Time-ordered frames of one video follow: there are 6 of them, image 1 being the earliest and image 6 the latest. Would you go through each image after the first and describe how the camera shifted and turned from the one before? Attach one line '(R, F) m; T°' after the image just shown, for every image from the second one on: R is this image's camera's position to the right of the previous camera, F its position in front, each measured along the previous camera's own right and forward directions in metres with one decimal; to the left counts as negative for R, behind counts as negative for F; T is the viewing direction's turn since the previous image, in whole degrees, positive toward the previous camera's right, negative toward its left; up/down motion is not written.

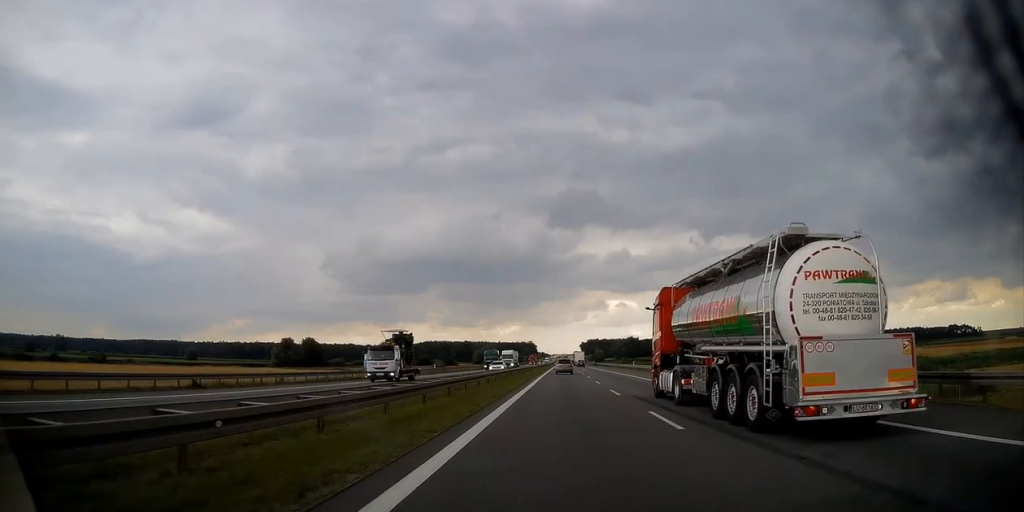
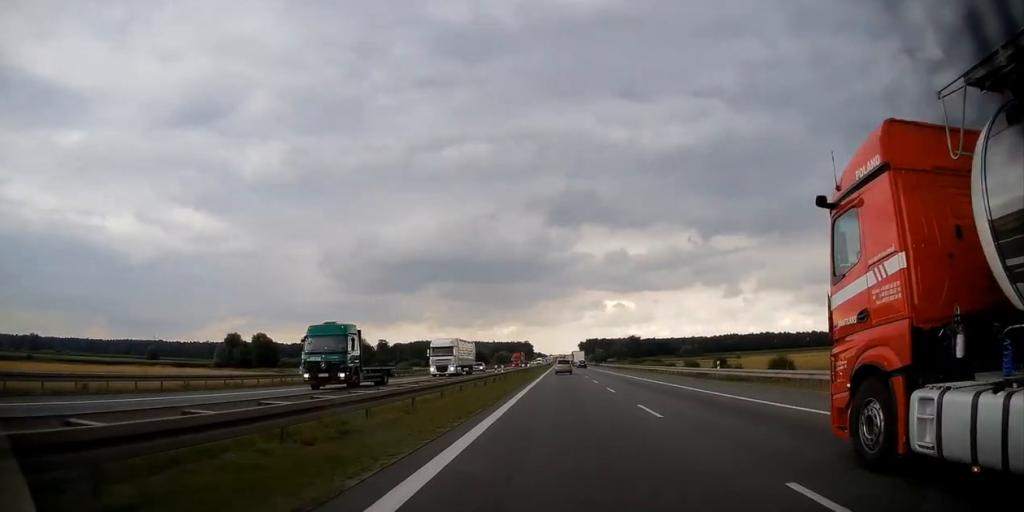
(+0.1, +45.7) m; +1°
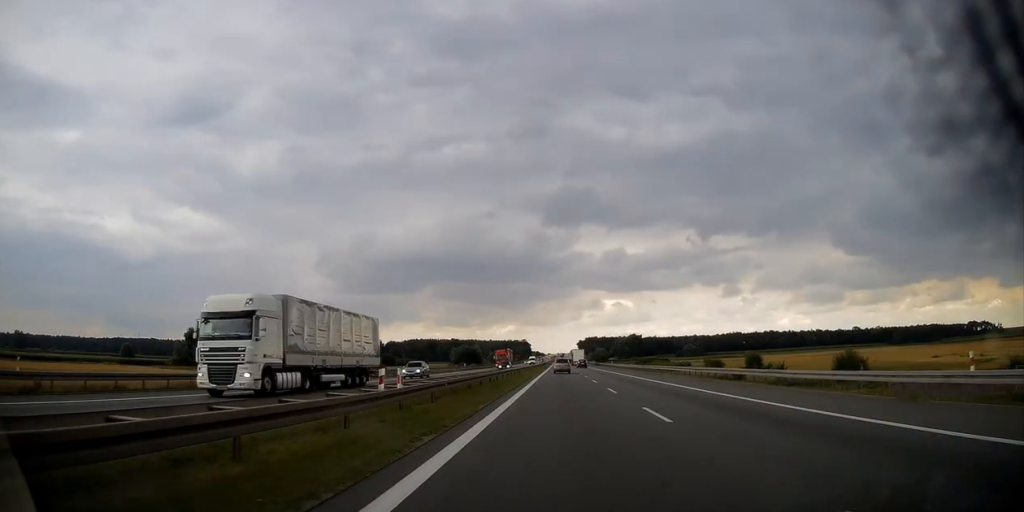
(+0.3, +25.6) m; 0°
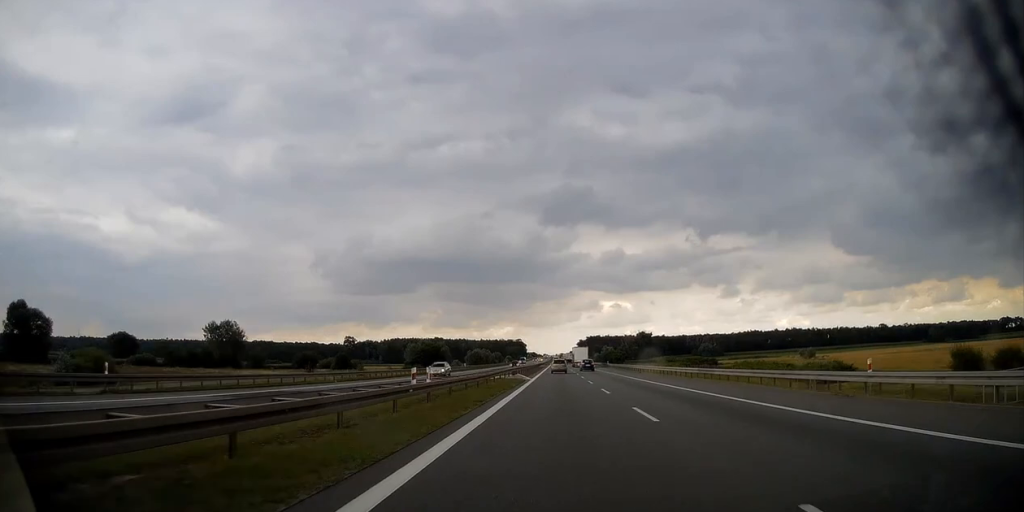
(-0.5, +96.1) m; 0°
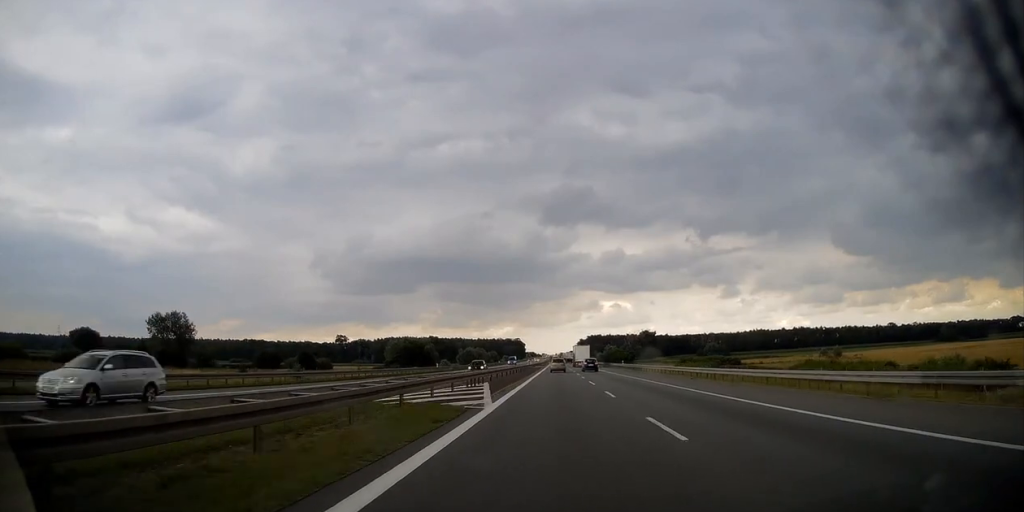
(0.0, +27.2) m; 0°
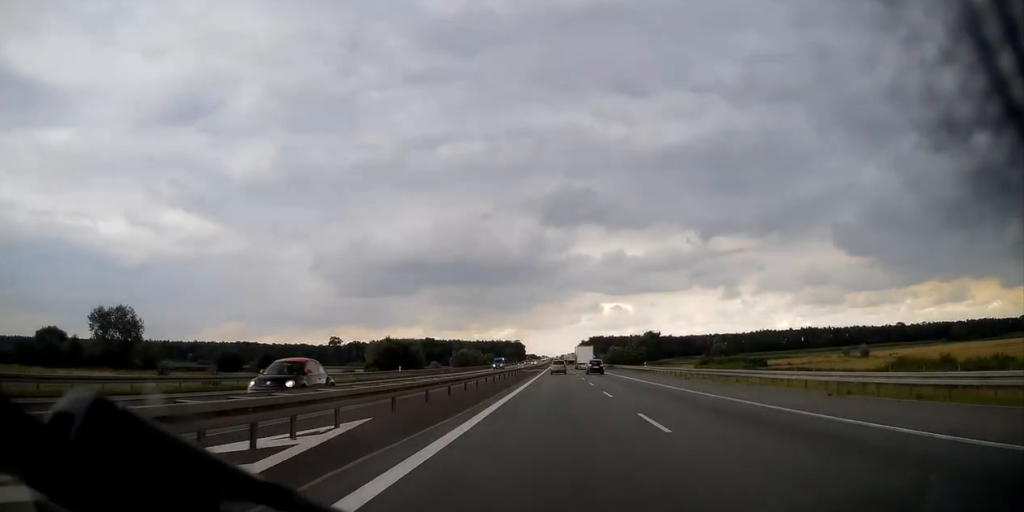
(0.0, +22.6) m; 0°
